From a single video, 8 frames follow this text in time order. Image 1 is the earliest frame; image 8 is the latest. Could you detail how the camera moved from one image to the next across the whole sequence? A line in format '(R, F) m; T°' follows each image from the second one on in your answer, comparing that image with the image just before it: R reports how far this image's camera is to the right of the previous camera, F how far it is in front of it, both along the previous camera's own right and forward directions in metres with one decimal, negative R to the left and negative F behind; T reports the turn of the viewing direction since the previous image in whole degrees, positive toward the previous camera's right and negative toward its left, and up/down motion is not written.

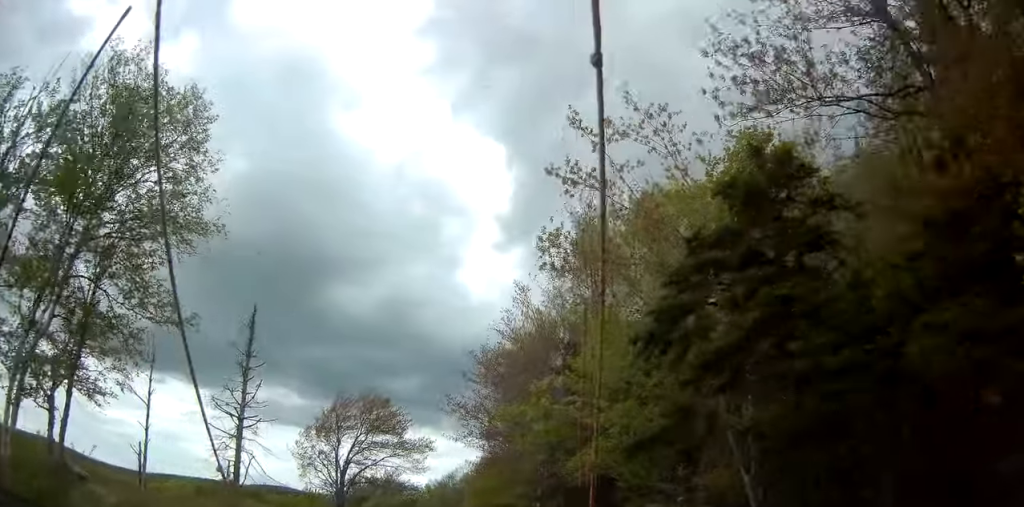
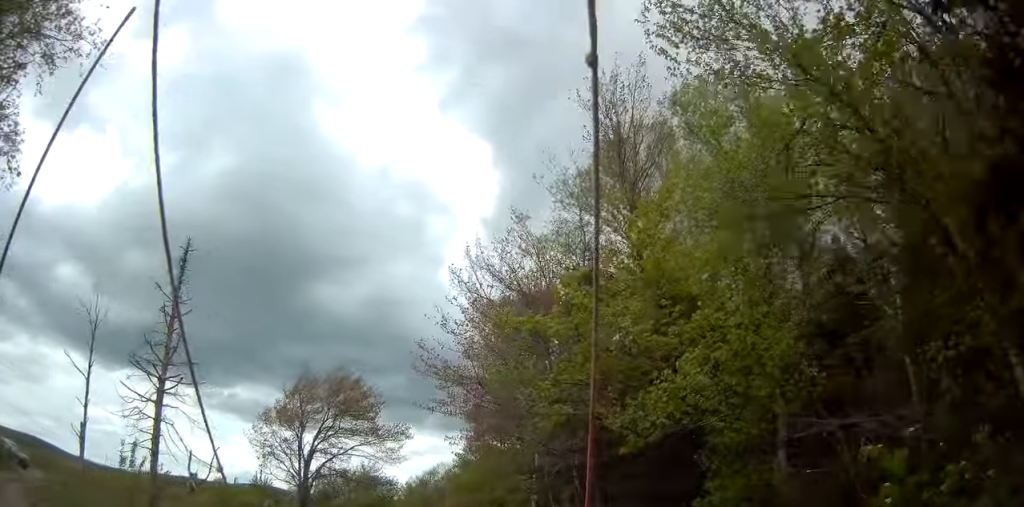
(-0.3, +7.4) m; +1°
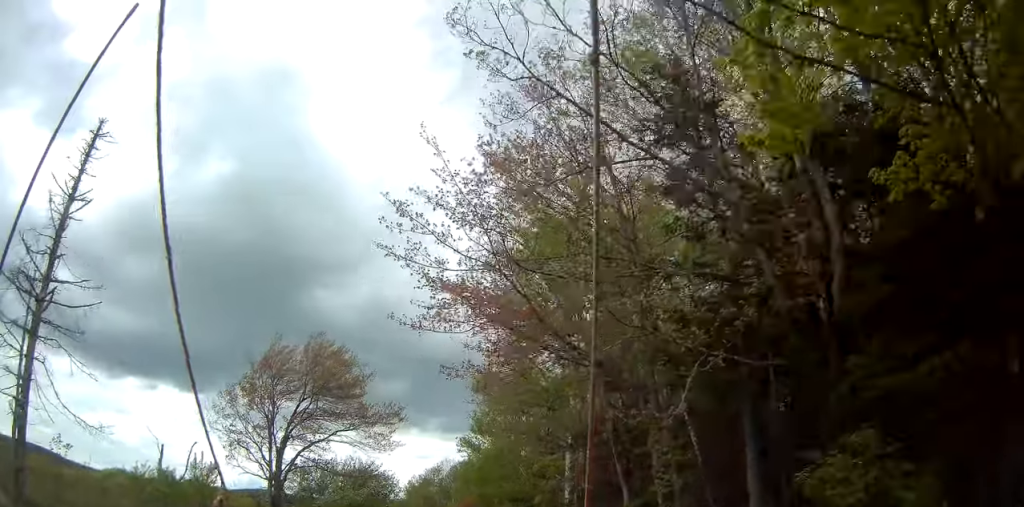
(+0.4, +8.1) m; +2°
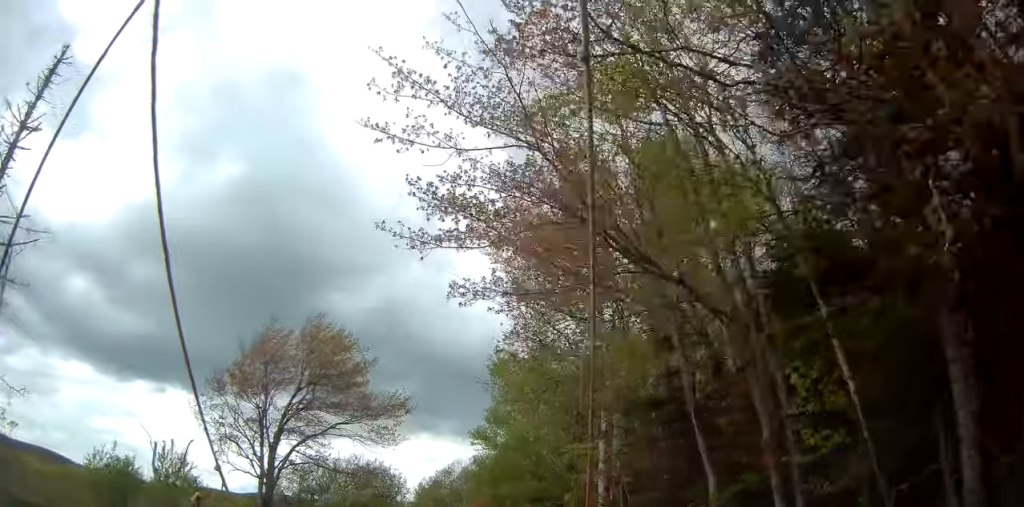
(0.0, +3.7) m; -1°
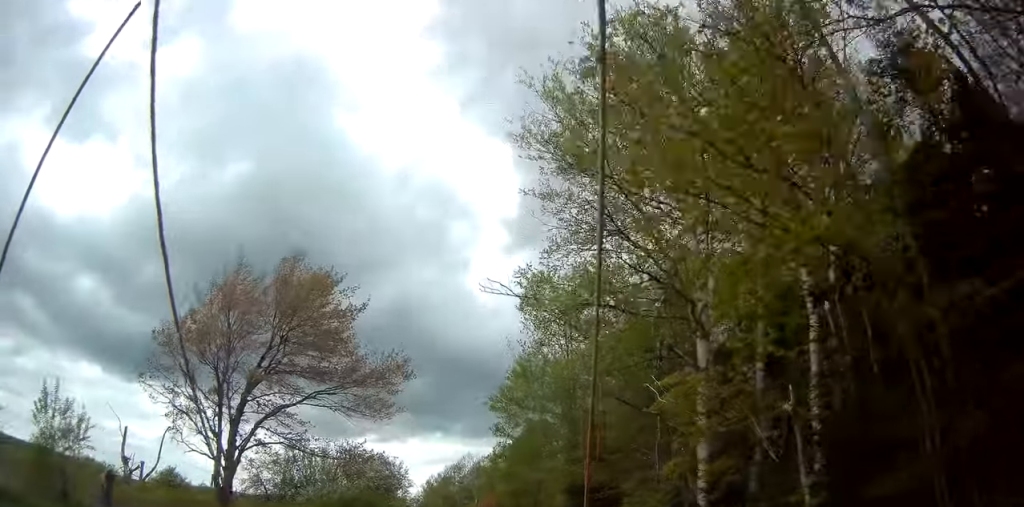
(-0.1, +7.6) m; -2°
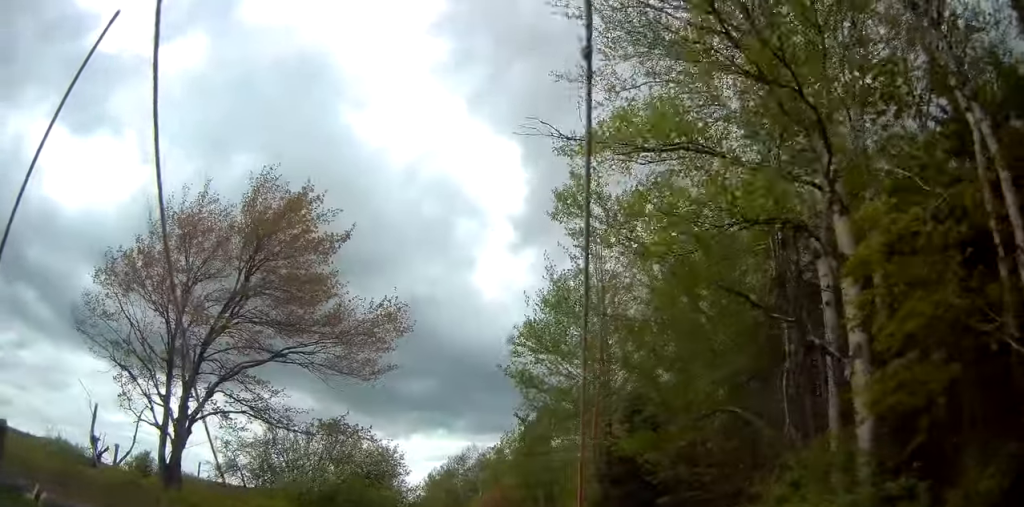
(-0.1, +5.6) m; -1°
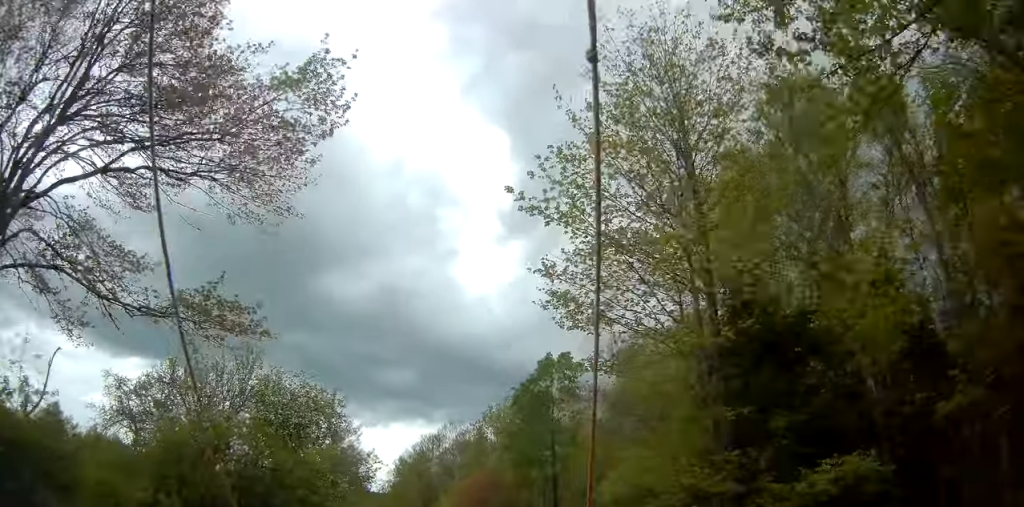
(+0.1, +10.9) m; +3°
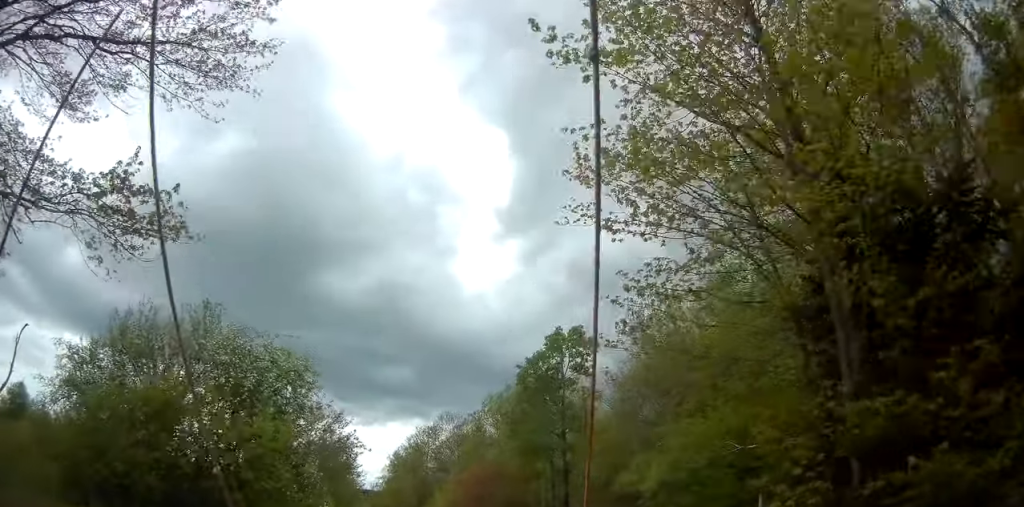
(+0.1, +3.8) m; +1°
